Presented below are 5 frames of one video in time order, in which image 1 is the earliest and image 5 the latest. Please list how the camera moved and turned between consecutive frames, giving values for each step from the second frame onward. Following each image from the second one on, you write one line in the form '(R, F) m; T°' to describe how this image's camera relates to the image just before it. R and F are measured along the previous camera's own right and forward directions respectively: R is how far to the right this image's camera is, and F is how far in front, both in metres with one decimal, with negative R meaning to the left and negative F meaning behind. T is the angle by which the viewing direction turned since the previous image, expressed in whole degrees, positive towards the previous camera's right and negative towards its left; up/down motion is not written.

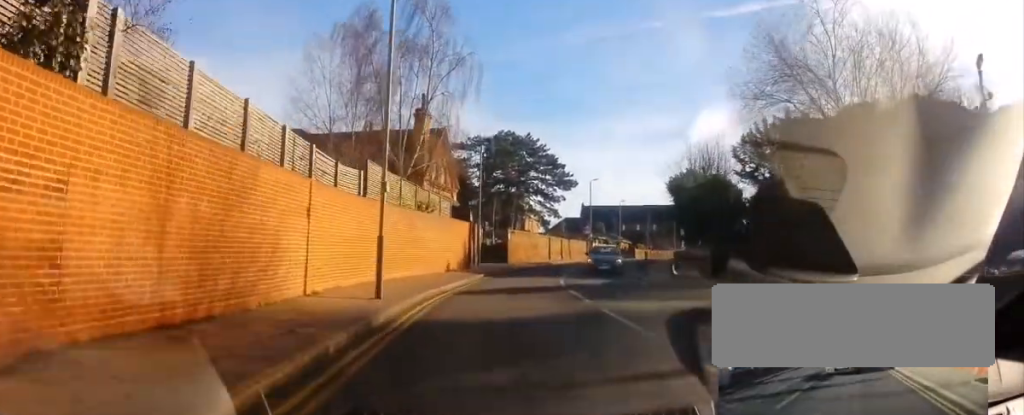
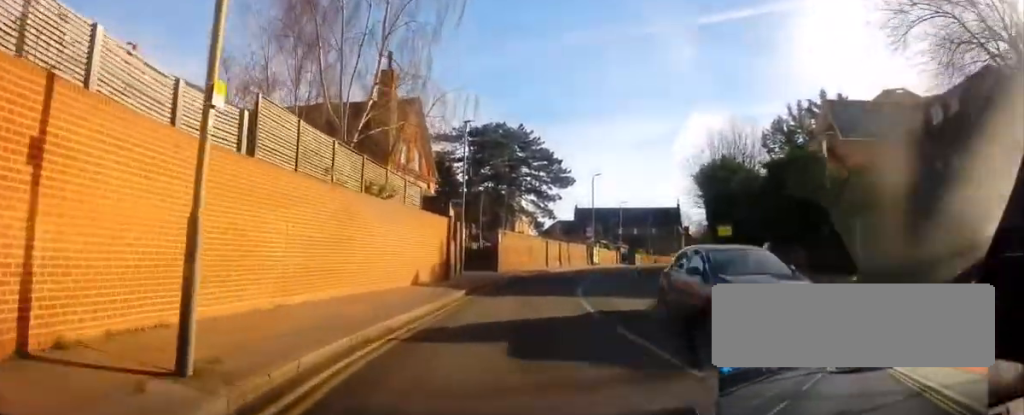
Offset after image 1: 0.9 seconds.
(+0.3, +8.6) m; +2°
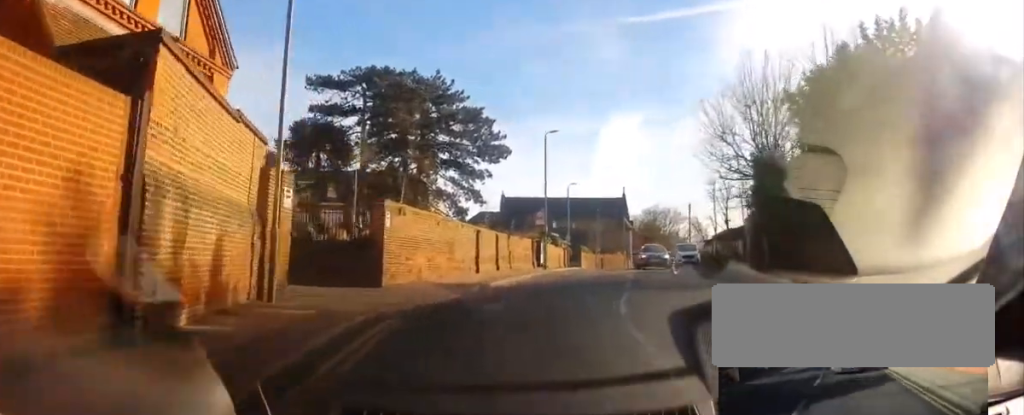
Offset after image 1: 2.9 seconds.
(+0.4, +18.6) m; +5°
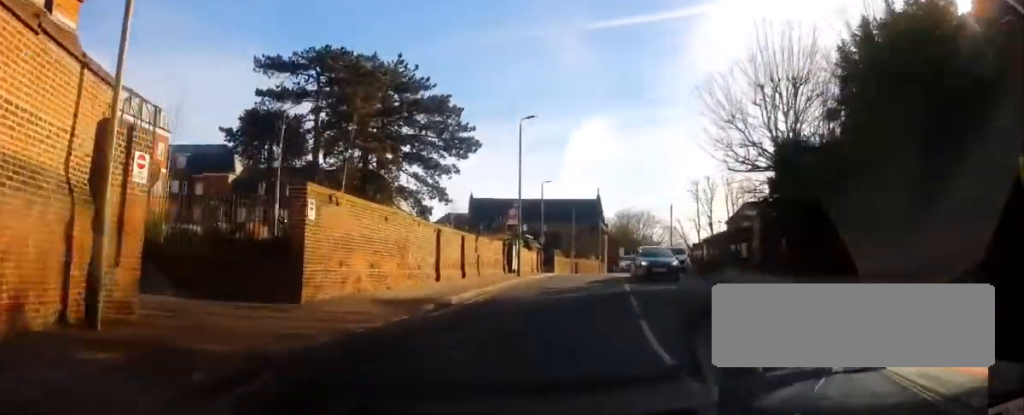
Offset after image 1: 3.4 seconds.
(+0.2, +4.6) m; +2°
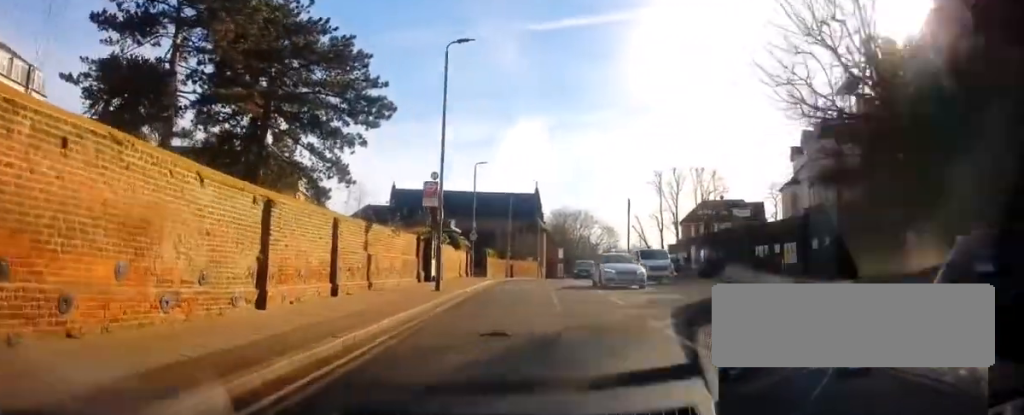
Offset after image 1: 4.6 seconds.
(+0.2, +11.7) m; +6°
